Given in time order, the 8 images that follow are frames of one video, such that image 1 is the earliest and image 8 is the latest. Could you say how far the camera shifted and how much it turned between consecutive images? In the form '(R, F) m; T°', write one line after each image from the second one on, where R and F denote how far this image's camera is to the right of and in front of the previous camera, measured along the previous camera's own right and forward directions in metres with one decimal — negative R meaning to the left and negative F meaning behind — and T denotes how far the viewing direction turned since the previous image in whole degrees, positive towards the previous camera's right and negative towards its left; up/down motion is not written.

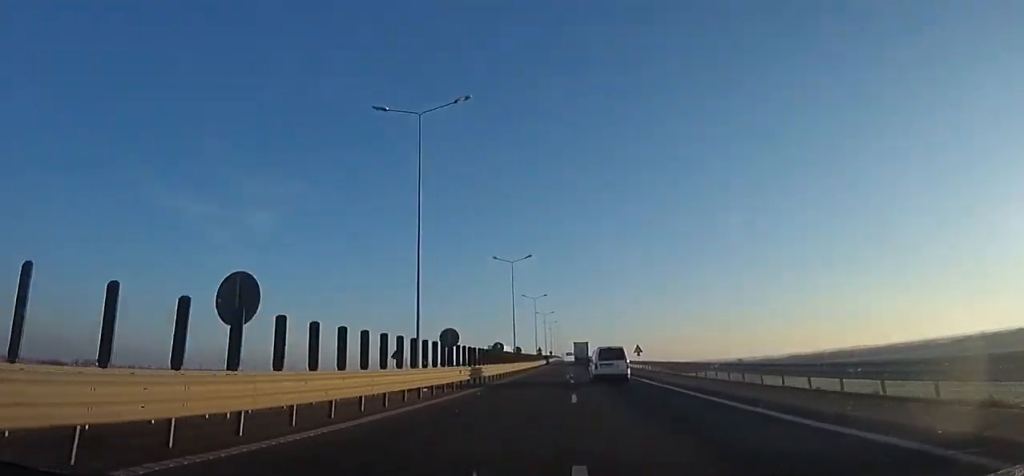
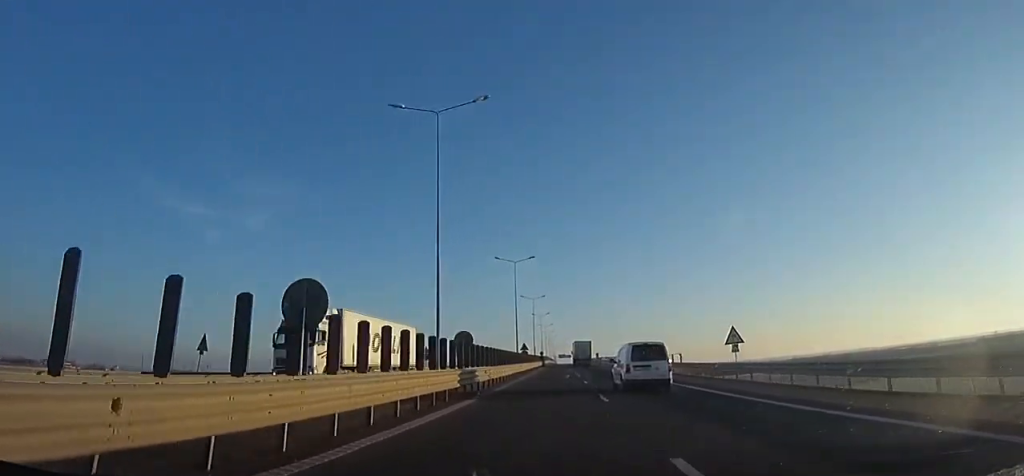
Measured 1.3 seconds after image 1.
(+0.5, +34.9) m; +1°
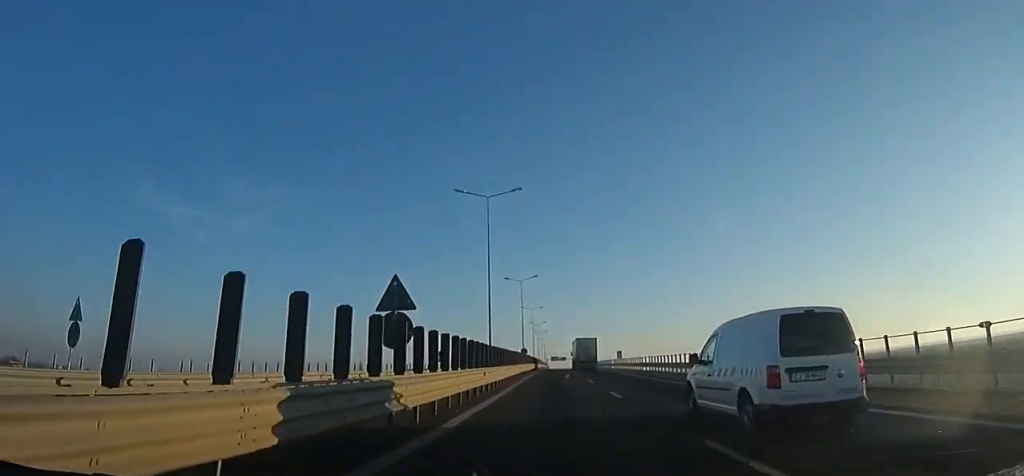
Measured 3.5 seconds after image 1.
(0.0, +57.6) m; 0°
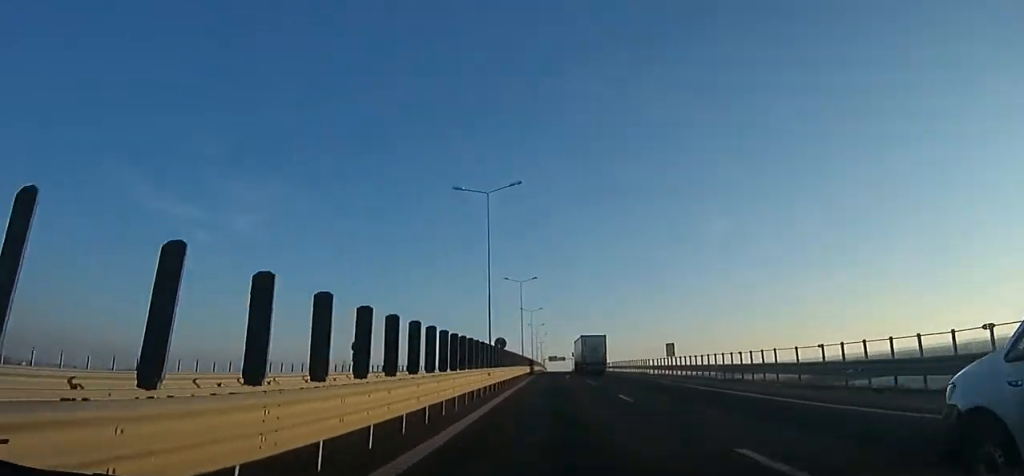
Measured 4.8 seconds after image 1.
(0.0, +35.7) m; 0°
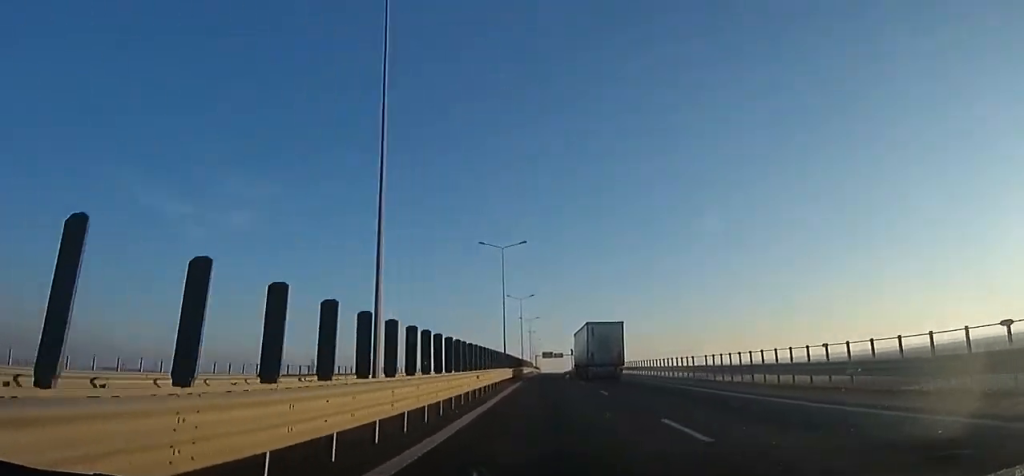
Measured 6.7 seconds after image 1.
(+0.5, +54.8) m; 0°
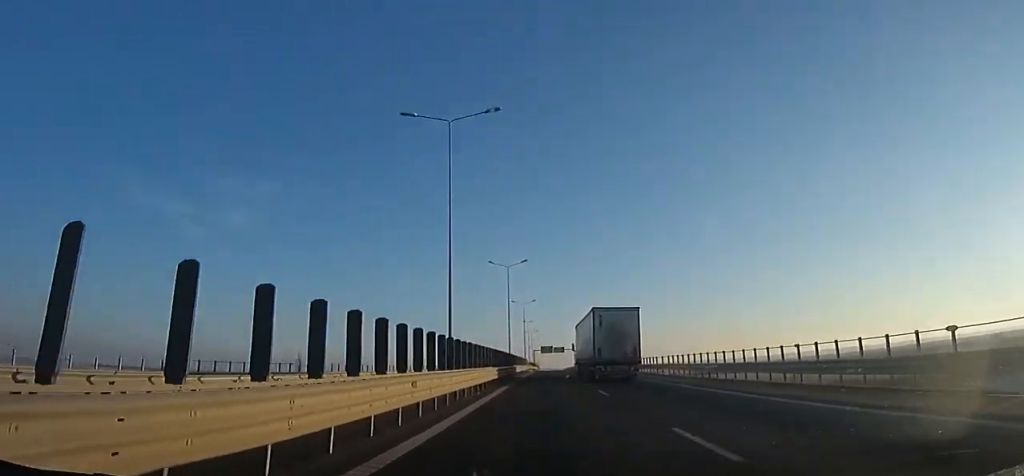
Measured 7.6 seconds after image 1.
(0.0, +25.2) m; 0°
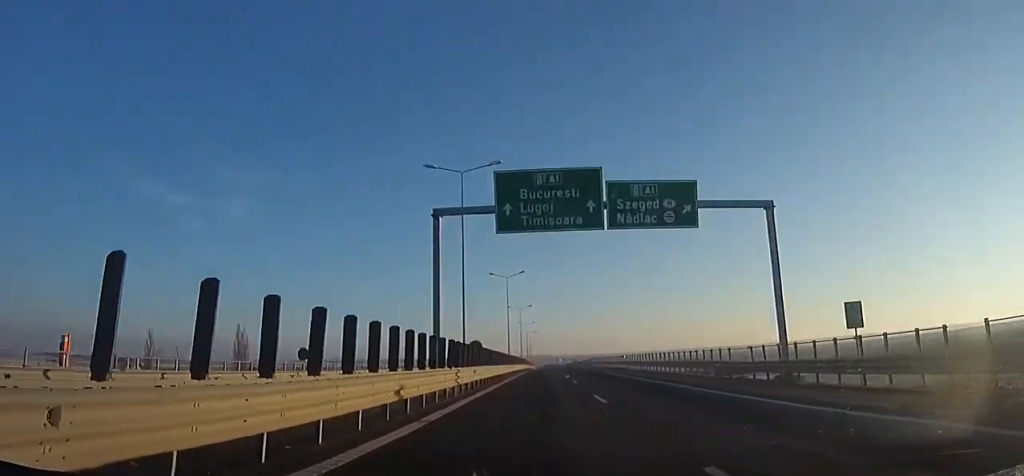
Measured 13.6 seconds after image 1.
(+0.5, +168.2) m; +1°
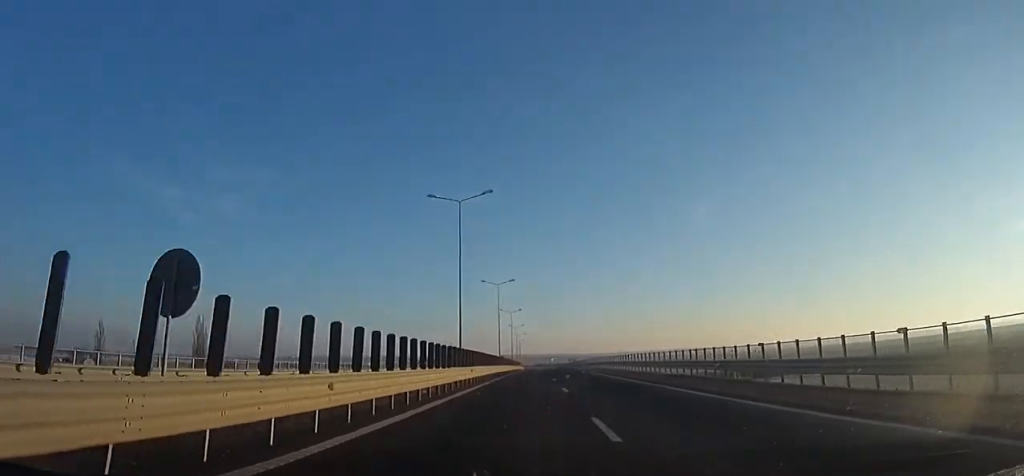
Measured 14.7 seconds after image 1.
(0.0, +30.4) m; 0°
